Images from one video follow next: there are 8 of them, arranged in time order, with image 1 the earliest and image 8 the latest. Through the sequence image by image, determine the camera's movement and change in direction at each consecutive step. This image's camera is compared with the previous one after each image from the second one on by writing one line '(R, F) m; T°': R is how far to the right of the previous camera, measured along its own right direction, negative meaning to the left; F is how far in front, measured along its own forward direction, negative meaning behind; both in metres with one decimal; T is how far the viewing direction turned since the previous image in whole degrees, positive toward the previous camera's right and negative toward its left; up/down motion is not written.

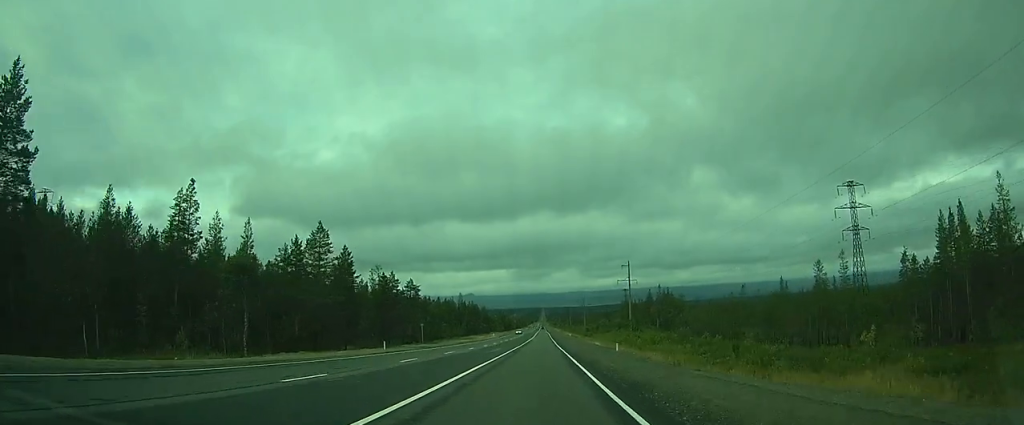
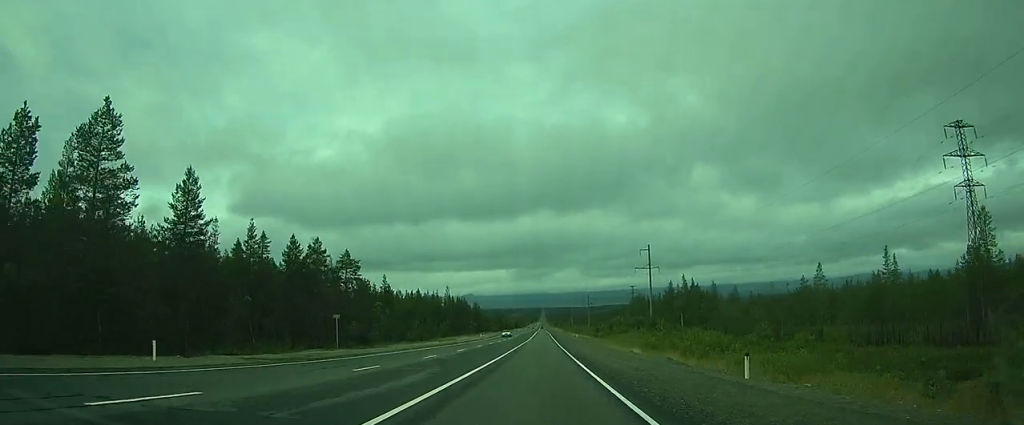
(0.0, +25.9) m; 0°
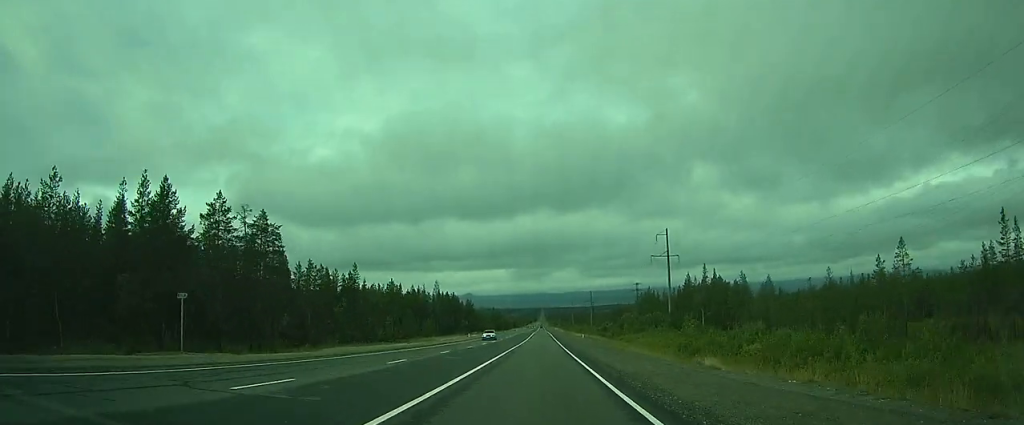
(0.0, +18.0) m; 0°
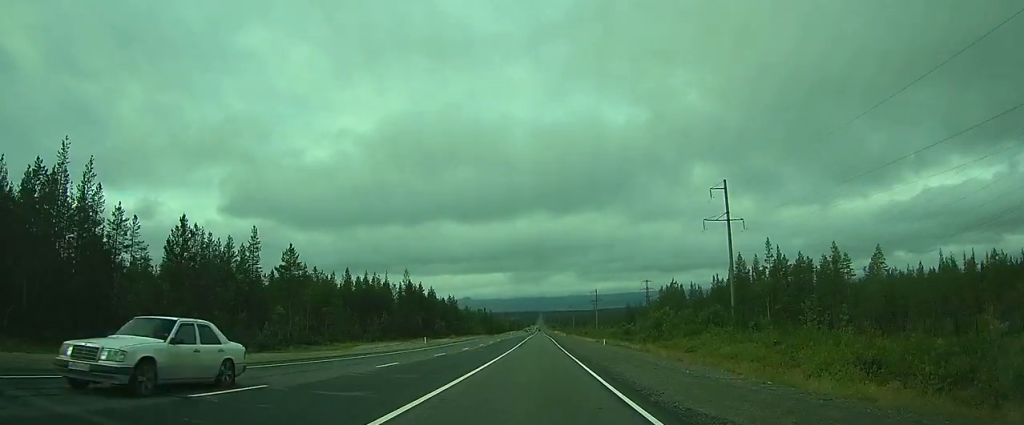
(-0.1, +40.6) m; 0°
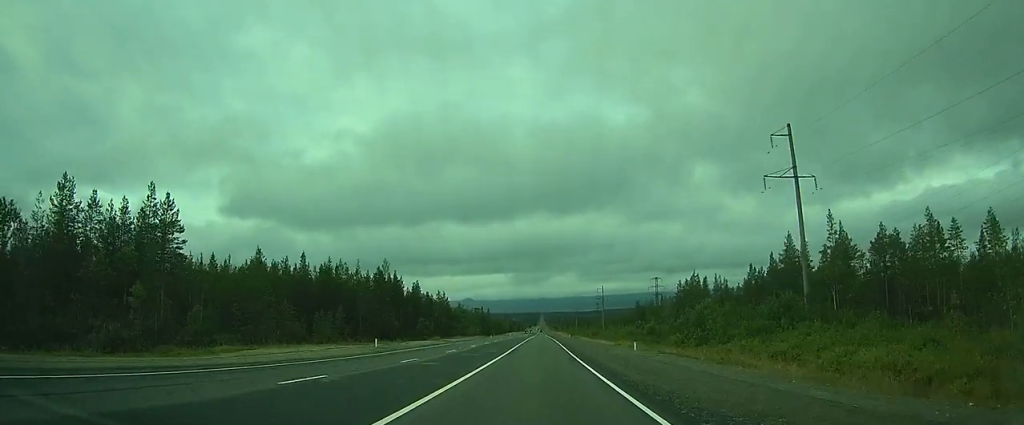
(+0.1, +23.2) m; 0°
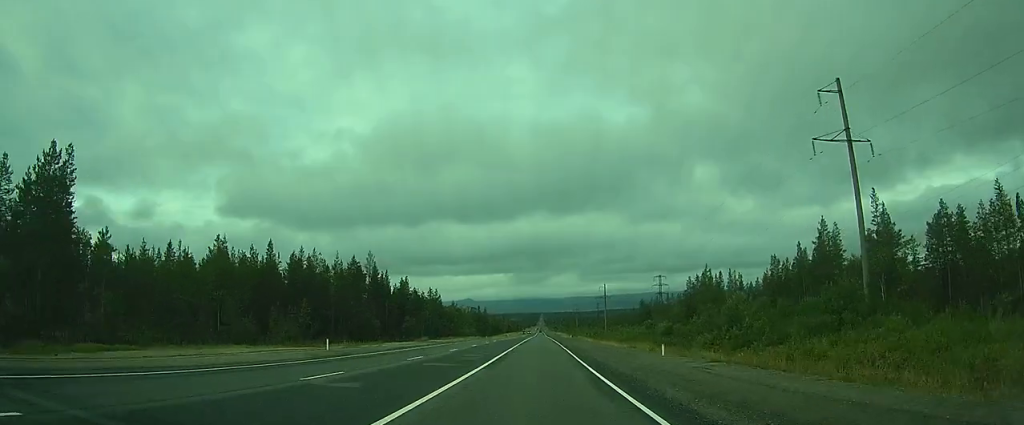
(0.0, +11.7) m; 0°
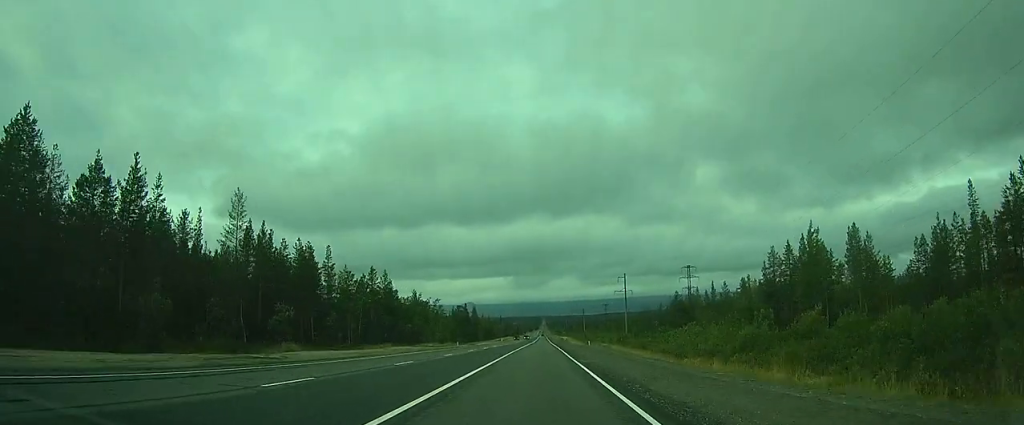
(+0.3, +52.5) m; +1°
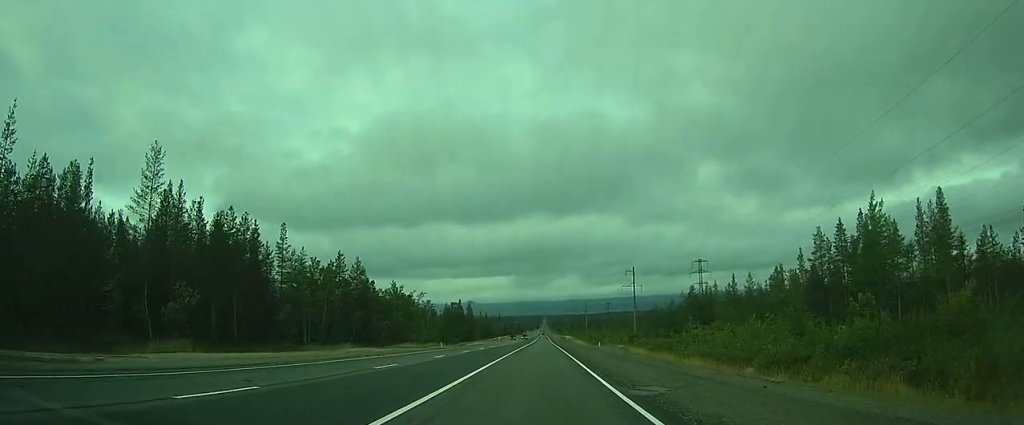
(+0.1, +15.8) m; 0°
